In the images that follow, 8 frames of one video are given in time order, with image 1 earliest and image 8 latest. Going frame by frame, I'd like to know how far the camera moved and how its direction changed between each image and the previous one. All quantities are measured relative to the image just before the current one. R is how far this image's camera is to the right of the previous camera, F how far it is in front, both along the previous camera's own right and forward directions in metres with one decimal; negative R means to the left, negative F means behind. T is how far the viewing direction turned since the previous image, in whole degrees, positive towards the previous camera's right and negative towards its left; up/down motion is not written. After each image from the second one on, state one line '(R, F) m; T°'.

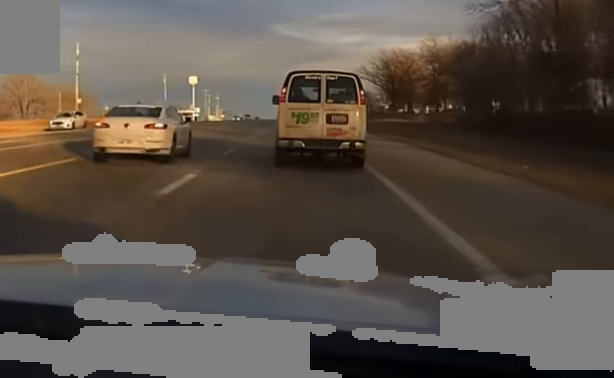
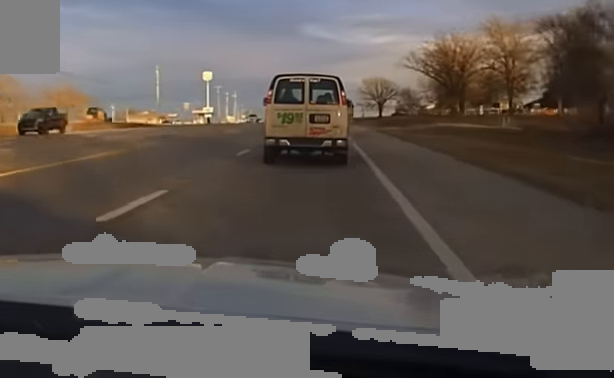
(-0.4, +37.3) m; -2°
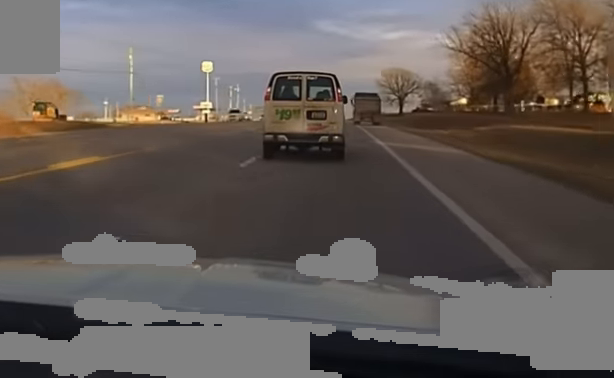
(-0.6, +29.1) m; -1°
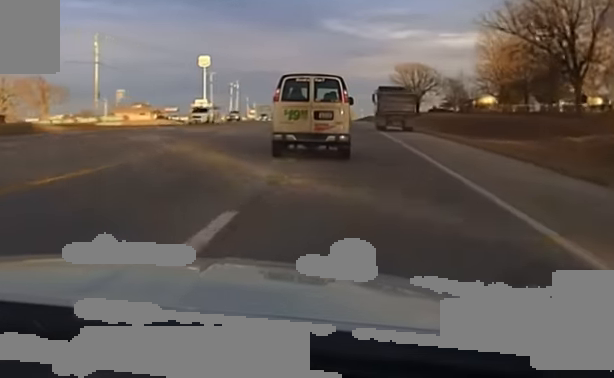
(-0.3, +23.0) m; -1°
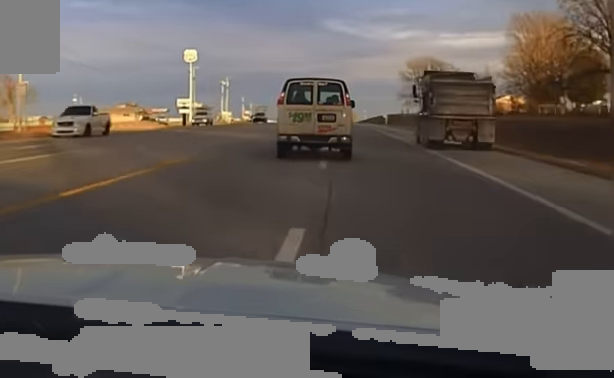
(0.0, +23.4) m; 0°
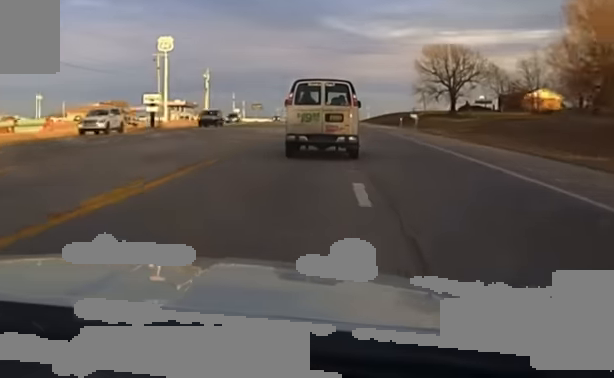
(-0.1, +30.3) m; 0°
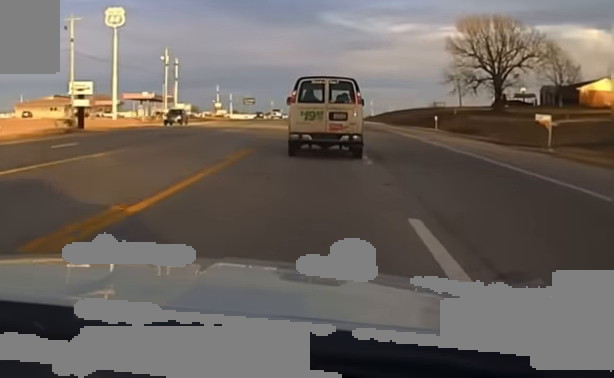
(-0.2, +41.0) m; 0°
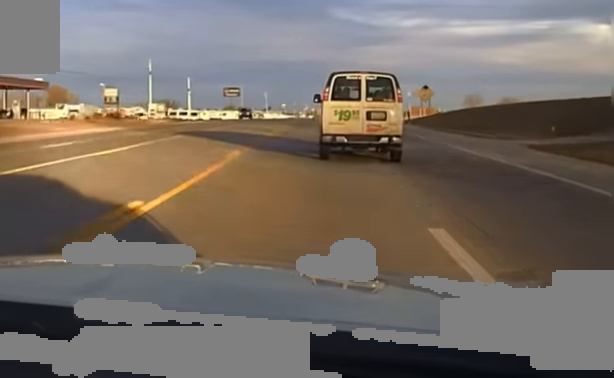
(+0.1, +108.7) m; -1°
